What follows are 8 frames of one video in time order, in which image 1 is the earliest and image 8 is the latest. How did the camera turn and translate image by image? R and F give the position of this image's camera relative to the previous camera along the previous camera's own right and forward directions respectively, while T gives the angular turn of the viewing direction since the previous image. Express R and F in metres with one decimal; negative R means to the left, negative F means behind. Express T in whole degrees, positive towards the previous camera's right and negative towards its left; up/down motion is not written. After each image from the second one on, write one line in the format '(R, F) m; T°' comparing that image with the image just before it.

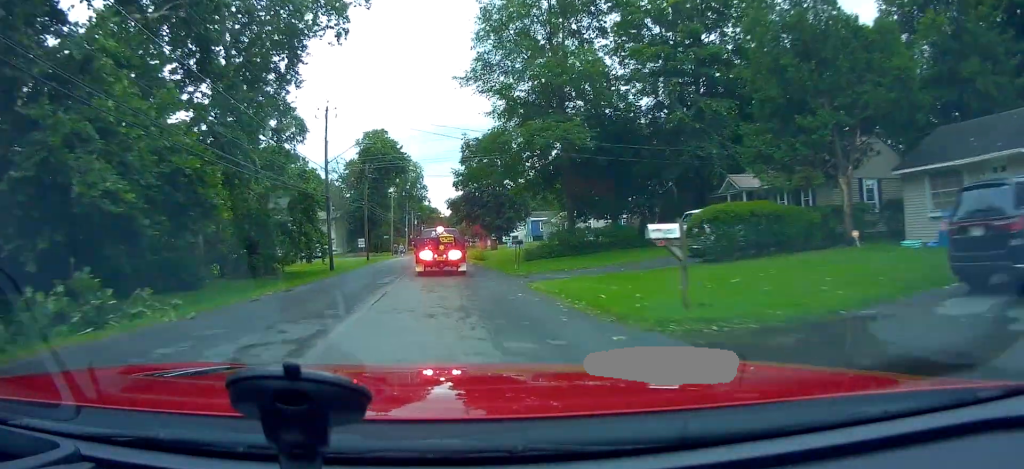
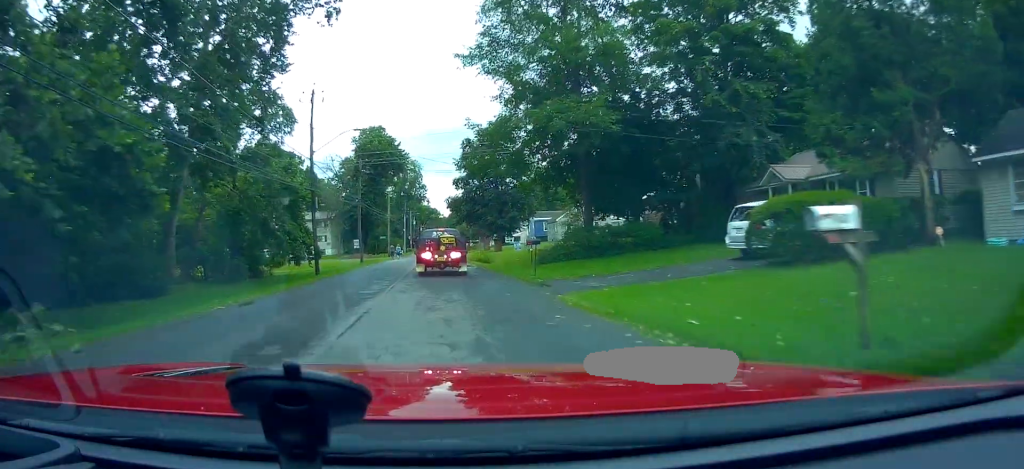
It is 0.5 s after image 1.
(-0.1, +3.9) m; -1°
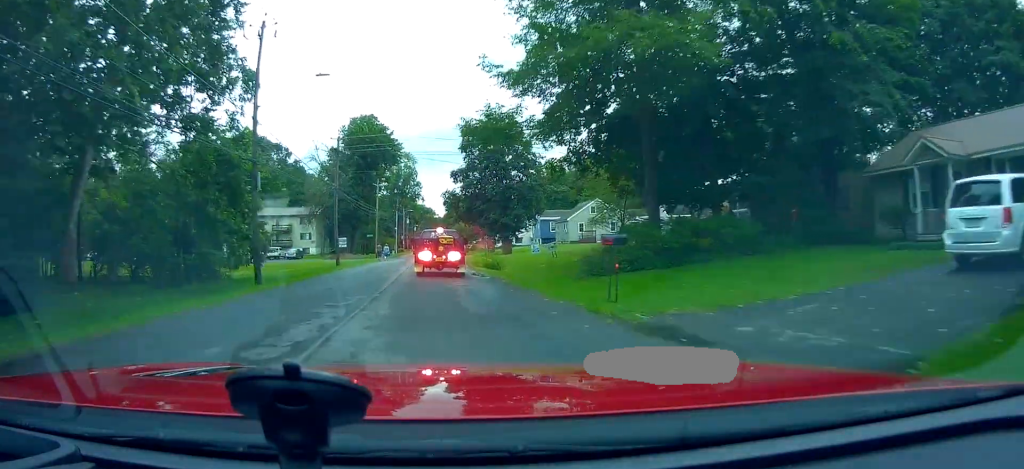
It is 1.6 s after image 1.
(-0.1, +9.2) m; +3°
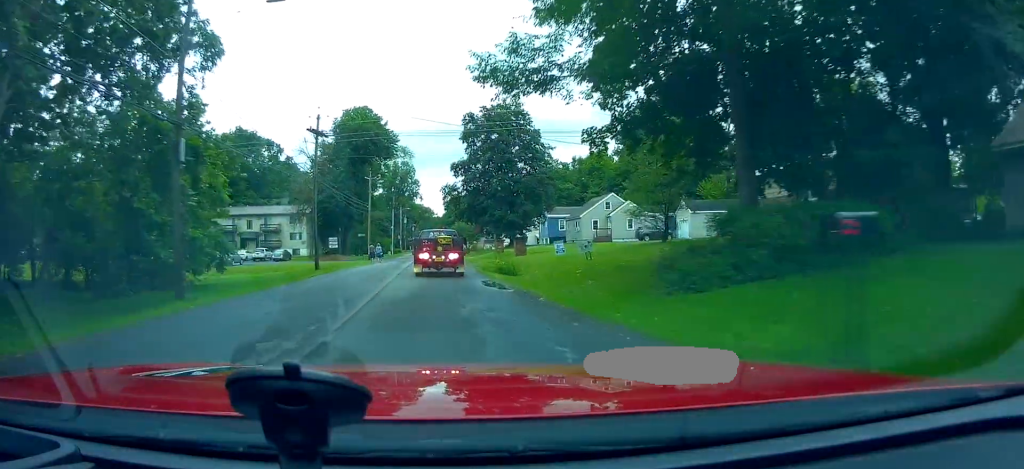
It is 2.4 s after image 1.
(+0.3, +6.4) m; +1°
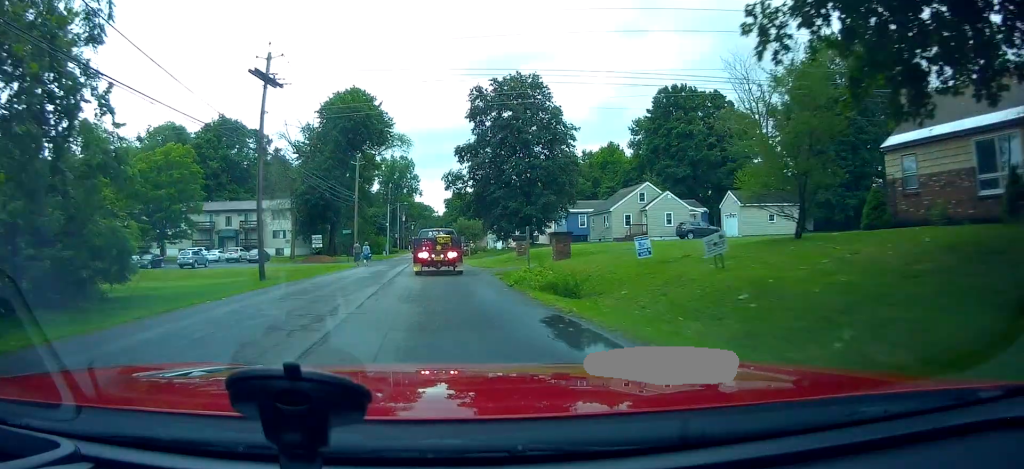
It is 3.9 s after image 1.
(-0.4, +10.4) m; -2°
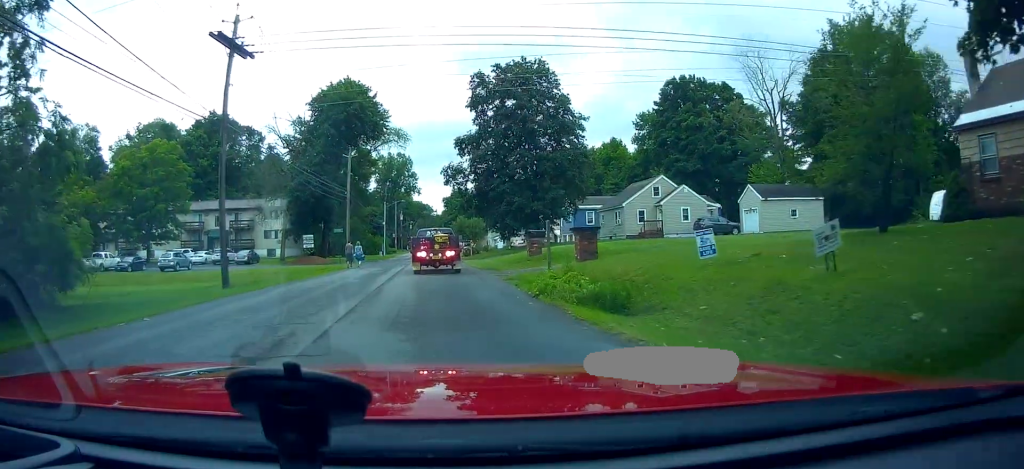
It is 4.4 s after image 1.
(+0.2, +3.8) m; 0°
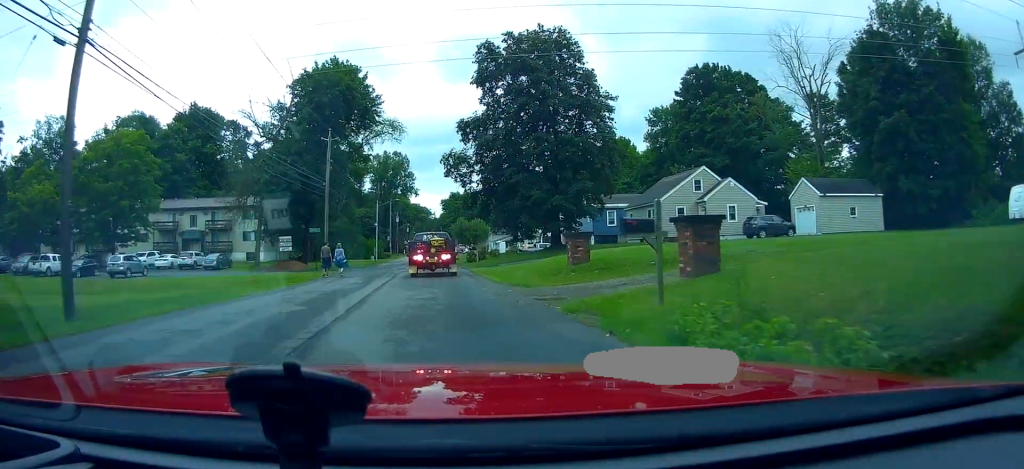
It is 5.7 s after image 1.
(-0.1, +8.5) m; +2°
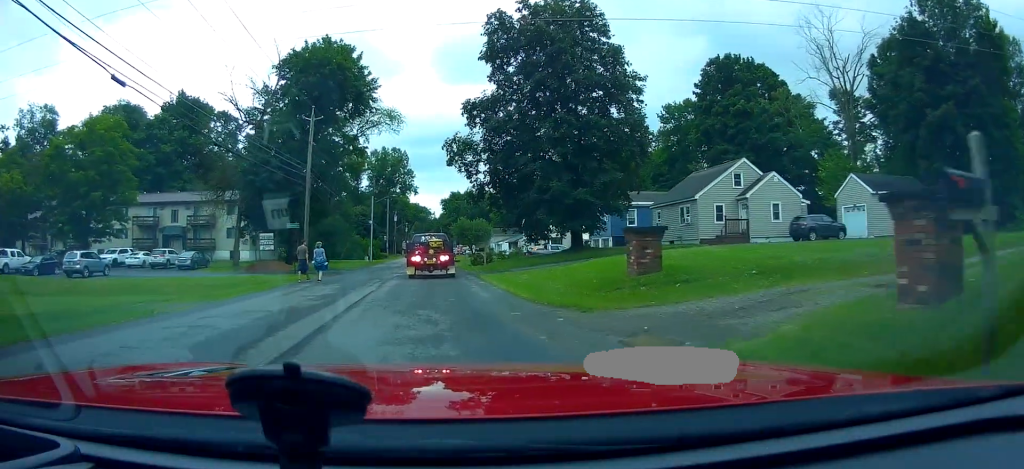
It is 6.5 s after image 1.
(+0.3, +6.0) m; 0°
